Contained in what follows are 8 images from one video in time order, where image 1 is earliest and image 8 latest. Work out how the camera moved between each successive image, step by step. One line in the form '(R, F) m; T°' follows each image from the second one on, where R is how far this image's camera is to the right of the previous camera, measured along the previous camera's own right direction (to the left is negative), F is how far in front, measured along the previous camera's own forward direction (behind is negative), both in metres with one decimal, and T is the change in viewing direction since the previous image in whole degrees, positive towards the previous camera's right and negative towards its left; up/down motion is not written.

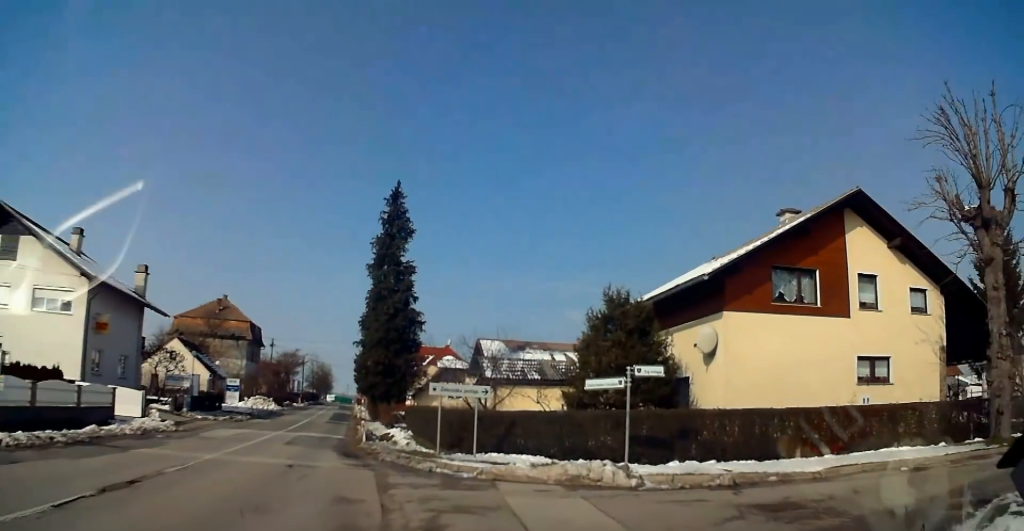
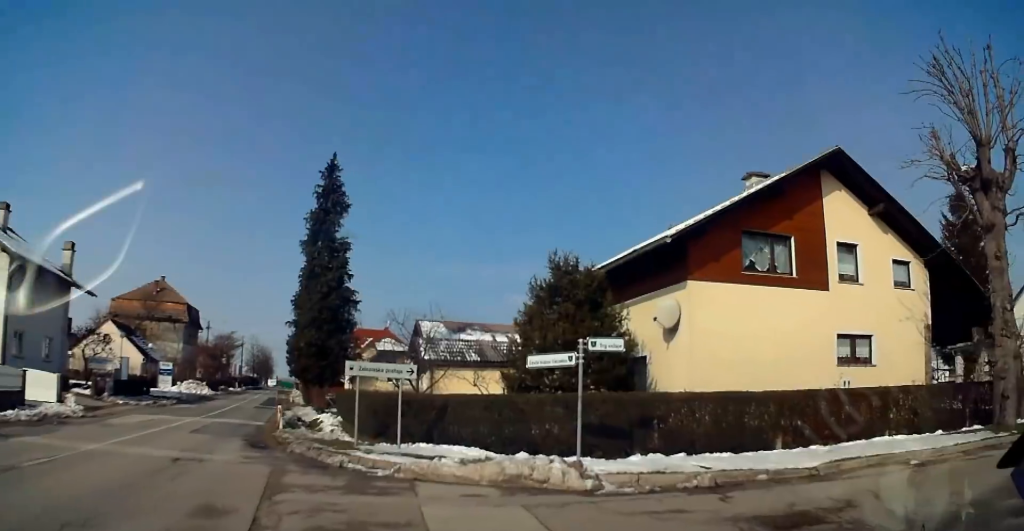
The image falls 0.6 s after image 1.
(-0.1, +3.3) m; +10°
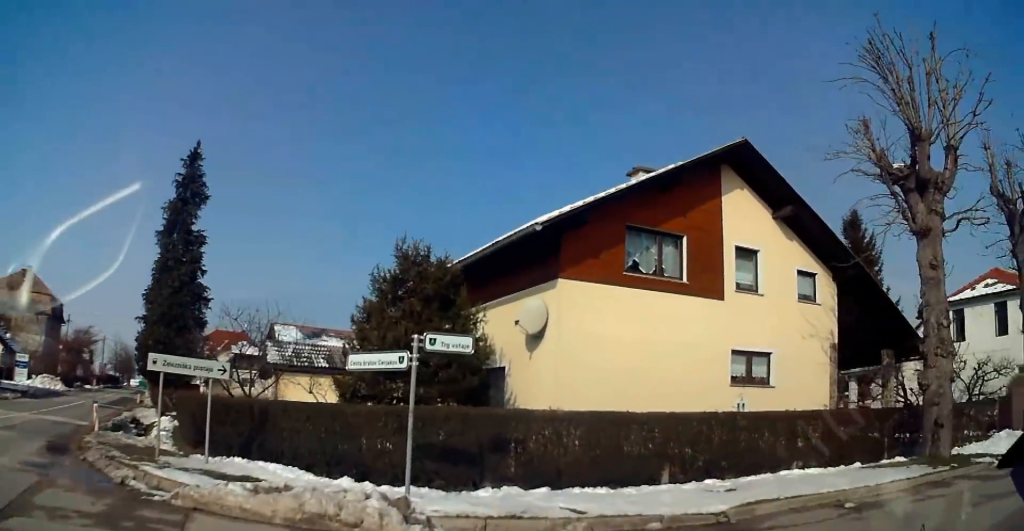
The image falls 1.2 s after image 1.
(+0.4, +2.8) m; +34°
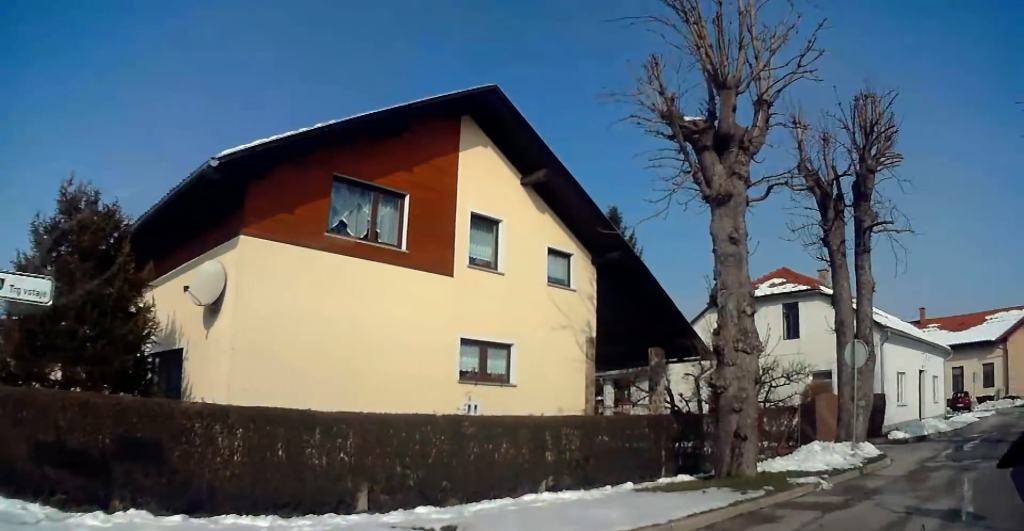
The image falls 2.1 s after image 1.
(+1.8, +3.2) m; +34°
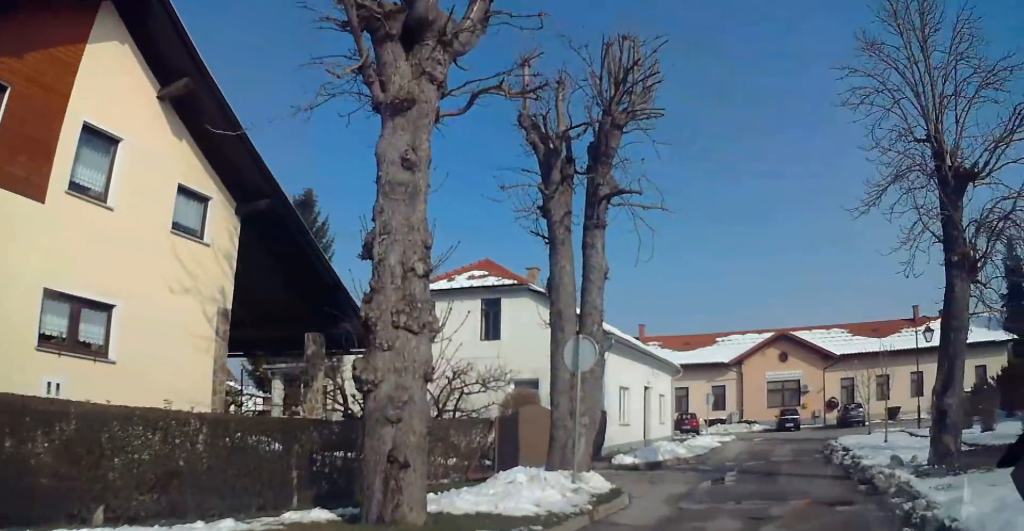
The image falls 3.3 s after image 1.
(+1.0, +4.7) m; +11°
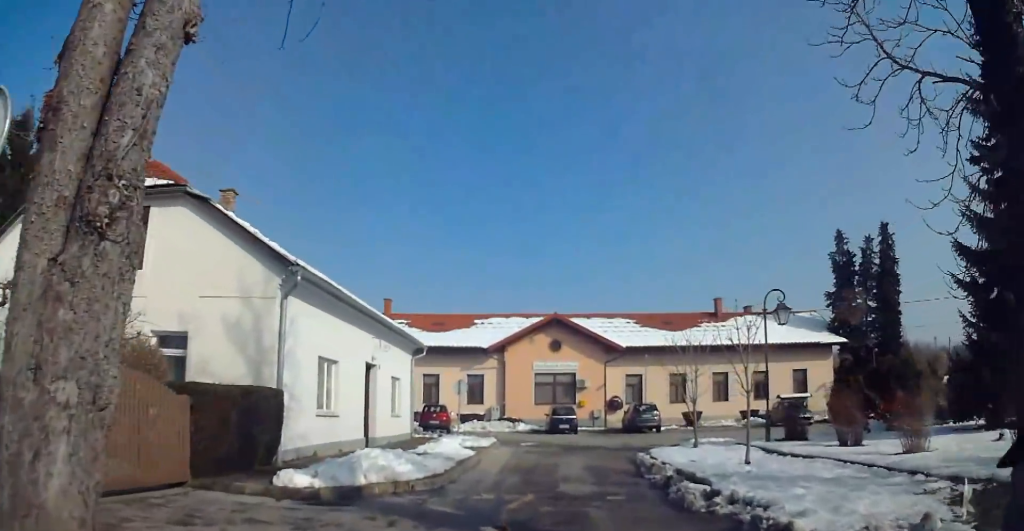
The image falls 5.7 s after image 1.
(+0.2, +8.9) m; +2°
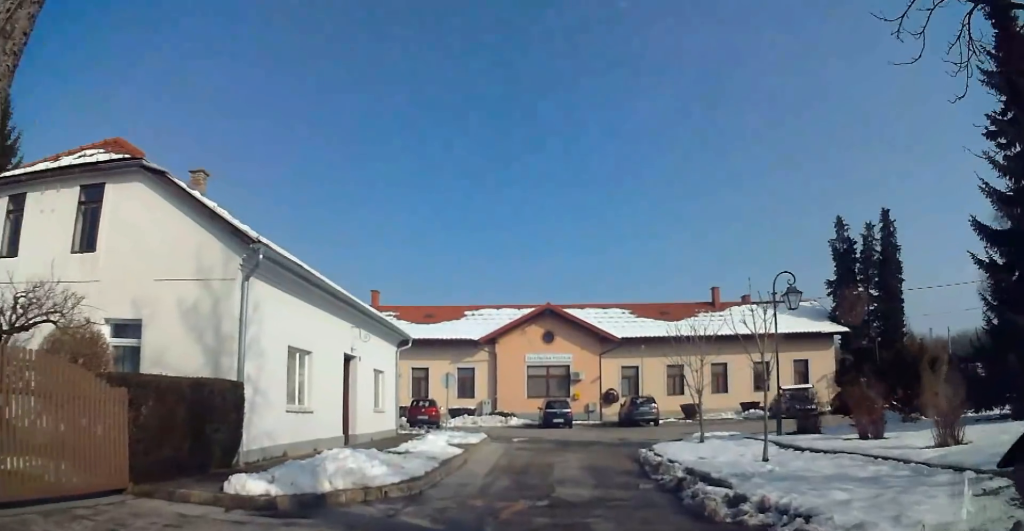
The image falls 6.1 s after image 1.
(-0.1, +1.5) m; 0°
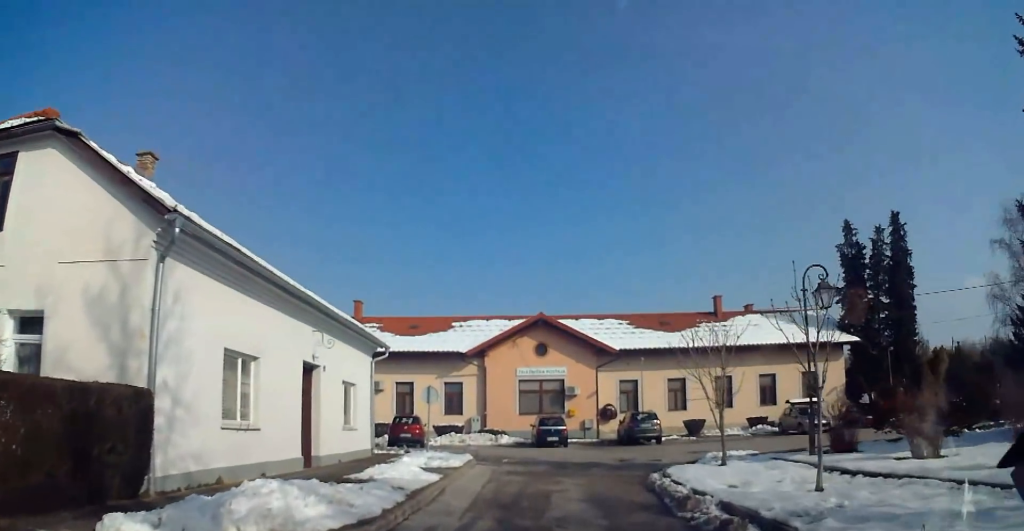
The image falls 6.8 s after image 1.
(0.0, +2.9) m; 0°
